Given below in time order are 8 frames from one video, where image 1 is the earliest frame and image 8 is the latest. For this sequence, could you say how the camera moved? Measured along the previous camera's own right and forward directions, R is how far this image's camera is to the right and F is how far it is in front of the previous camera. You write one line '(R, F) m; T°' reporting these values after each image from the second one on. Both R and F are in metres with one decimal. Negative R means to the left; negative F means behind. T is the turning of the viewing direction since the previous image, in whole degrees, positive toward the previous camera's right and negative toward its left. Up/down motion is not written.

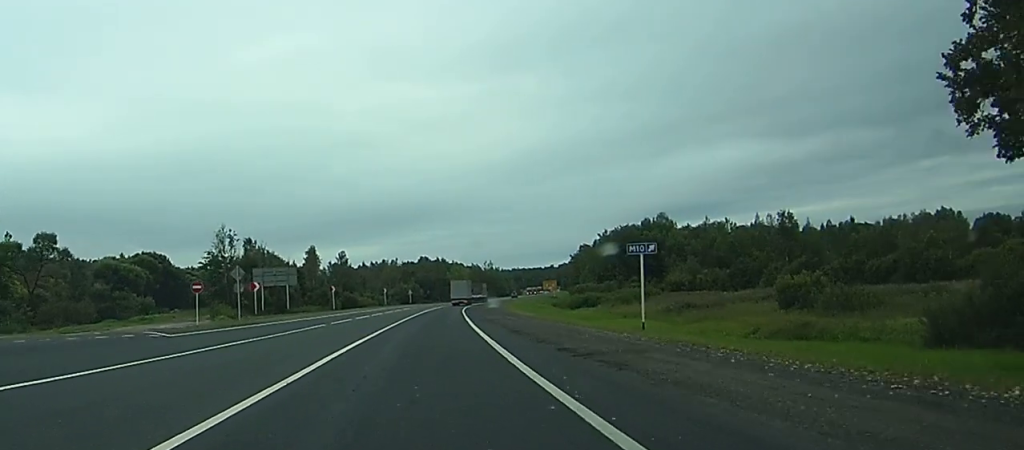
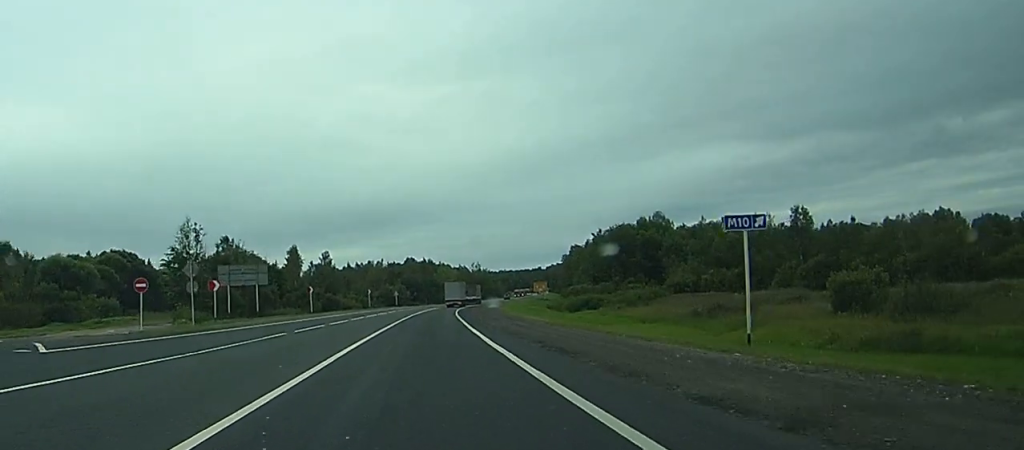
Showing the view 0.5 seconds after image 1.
(+0.1, +10.9) m; +1°
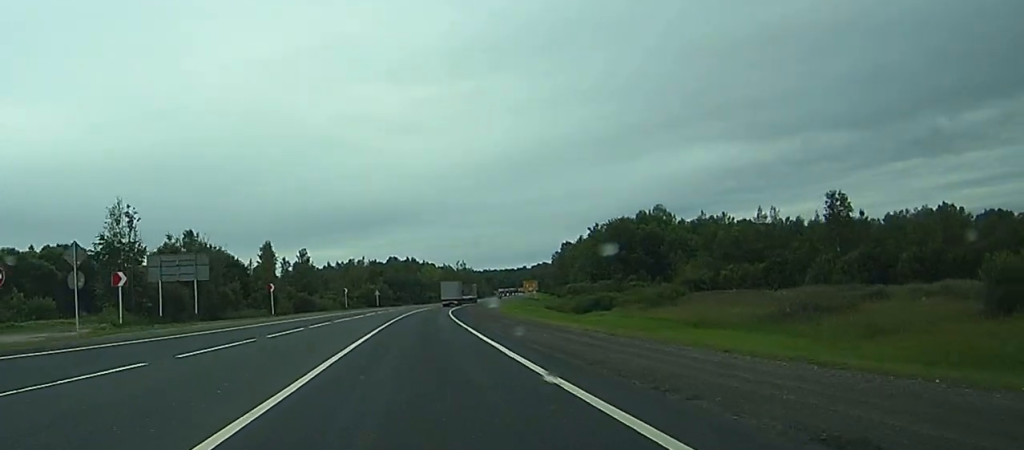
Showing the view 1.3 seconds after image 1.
(+0.2, +18.0) m; +1°
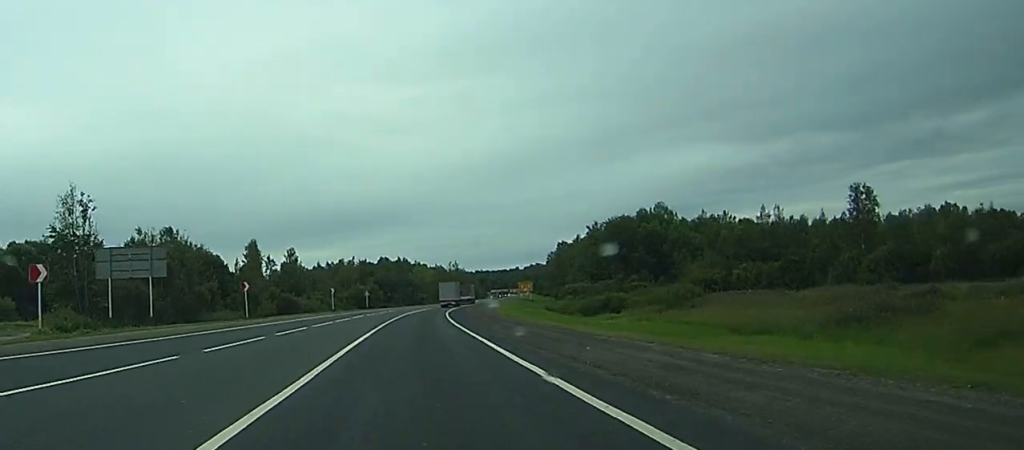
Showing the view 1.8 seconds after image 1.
(0.0, +9.4) m; +1°
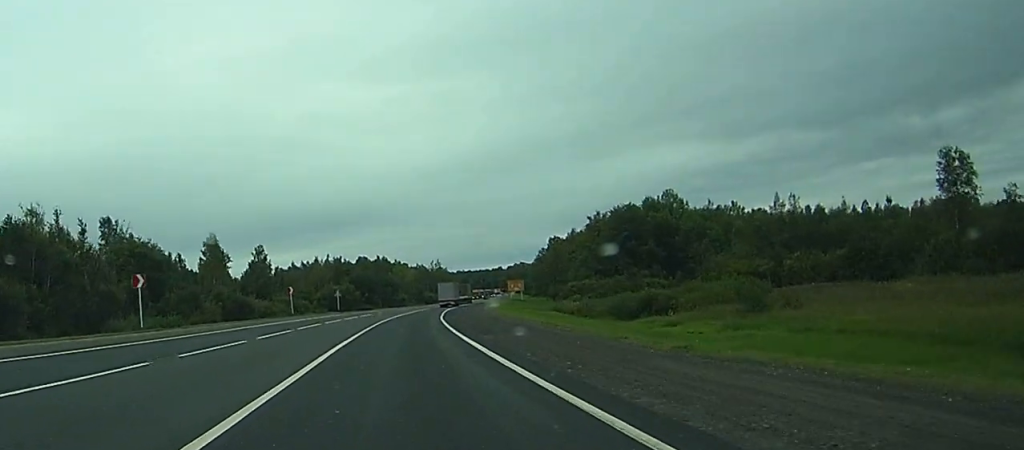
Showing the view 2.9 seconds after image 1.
(+0.3, +25.1) m; +1°
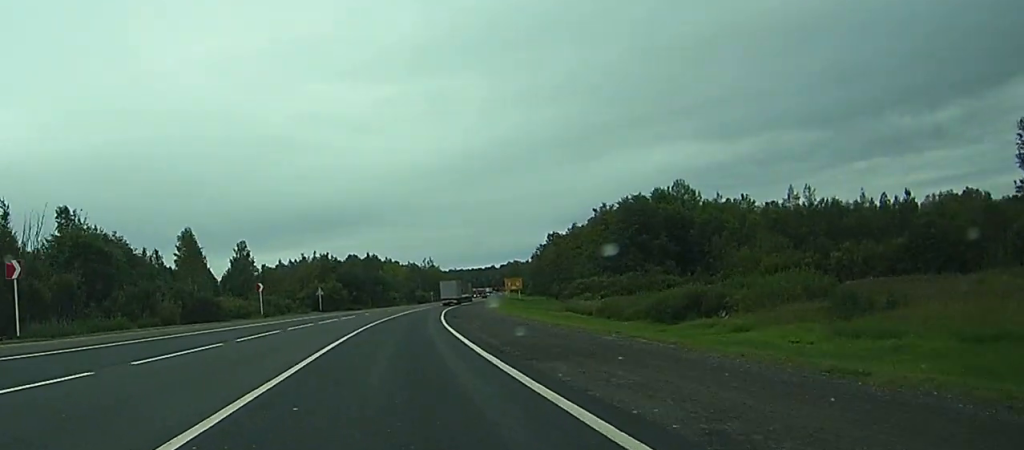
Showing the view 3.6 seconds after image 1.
(-0.1, +15.0) m; 0°
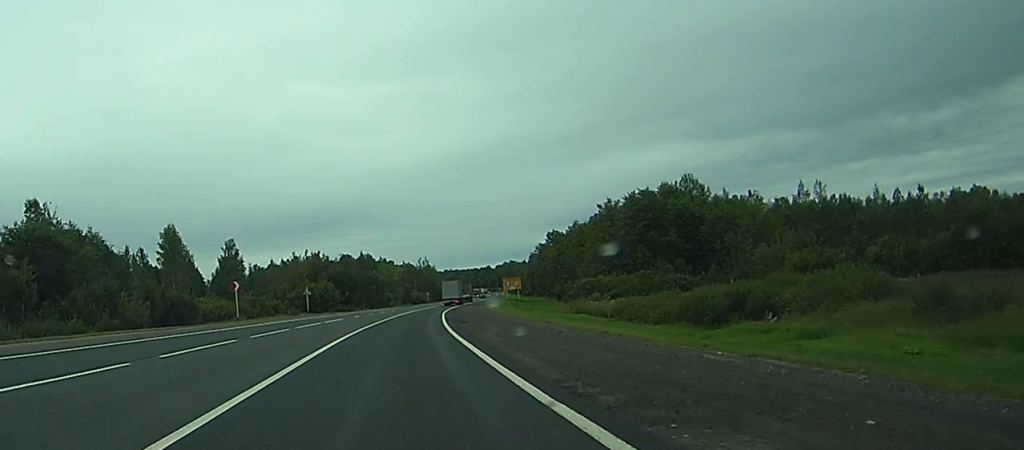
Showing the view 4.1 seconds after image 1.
(+0.1, +9.3) m; +1°
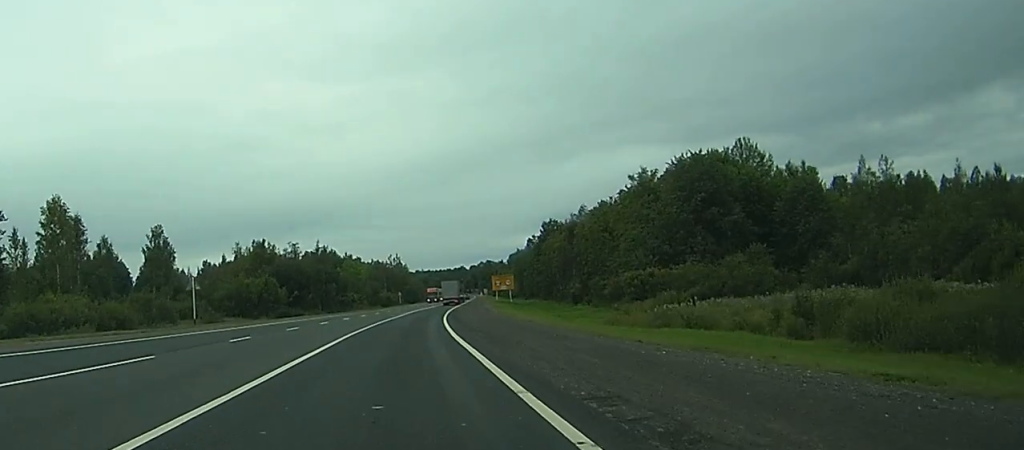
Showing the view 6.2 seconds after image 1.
(+0.9, +45.4) m; +2°
